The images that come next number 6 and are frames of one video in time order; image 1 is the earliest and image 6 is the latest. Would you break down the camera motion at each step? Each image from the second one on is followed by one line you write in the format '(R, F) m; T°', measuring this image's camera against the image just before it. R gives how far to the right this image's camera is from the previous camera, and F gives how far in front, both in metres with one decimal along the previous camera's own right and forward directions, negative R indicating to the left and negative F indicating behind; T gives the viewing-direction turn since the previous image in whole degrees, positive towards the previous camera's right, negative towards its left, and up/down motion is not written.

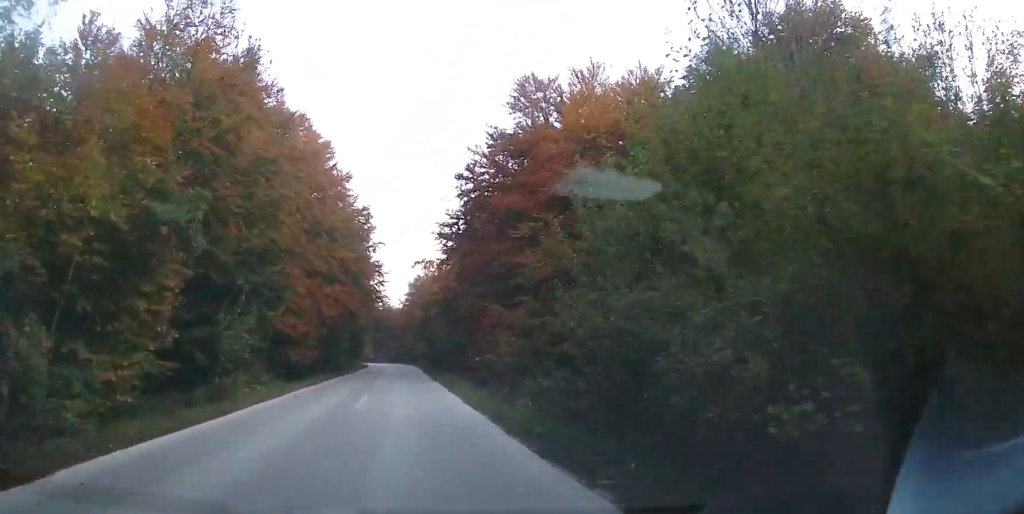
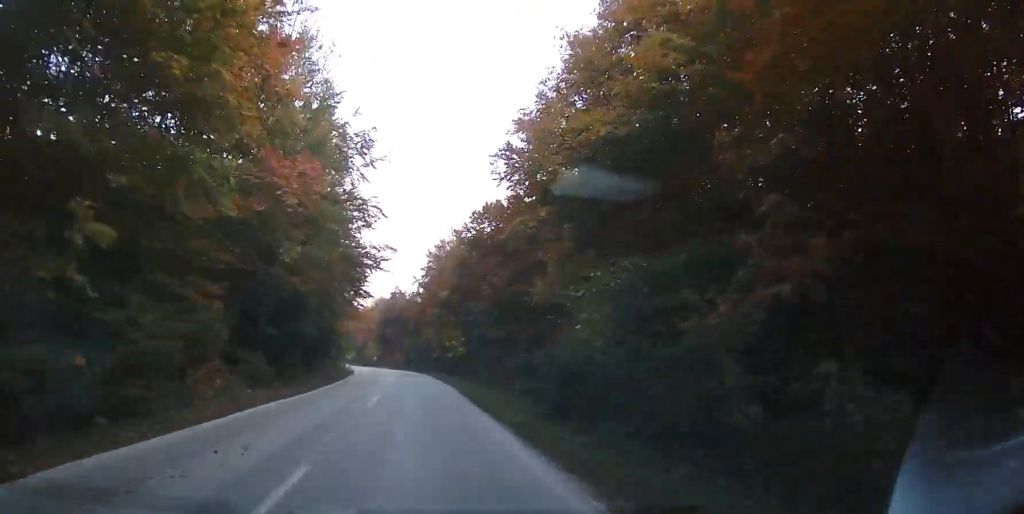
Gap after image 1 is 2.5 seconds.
(-2.3, +43.7) m; -5°
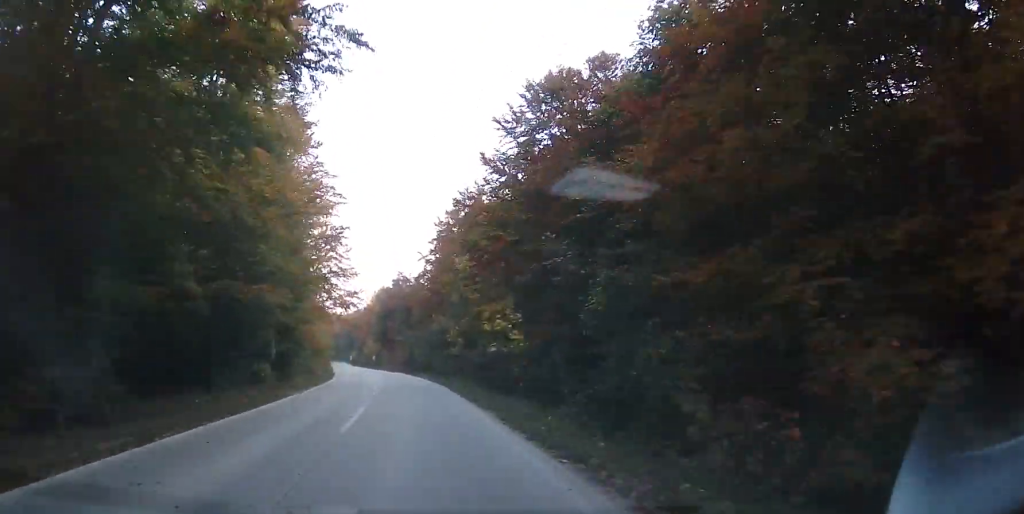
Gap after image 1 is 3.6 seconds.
(-0.5, +21.3) m; -1°
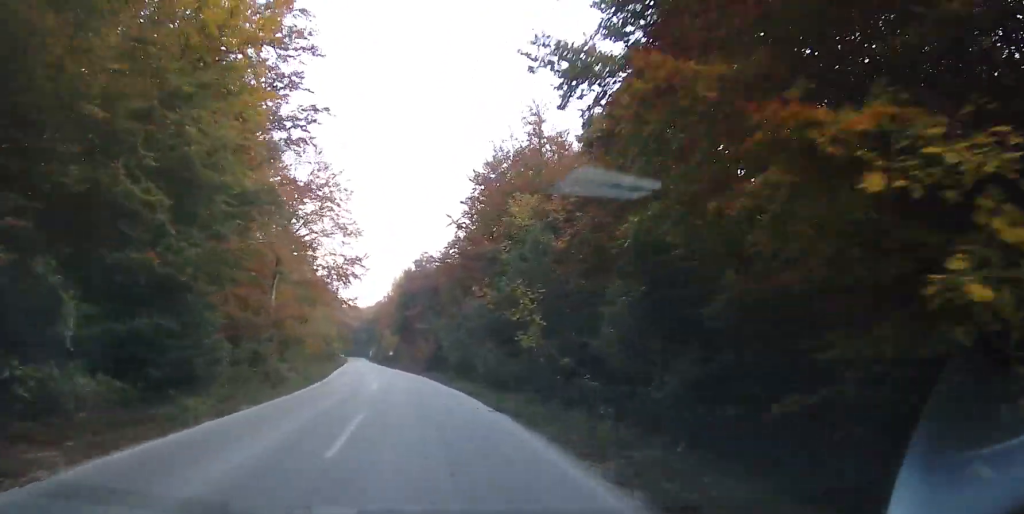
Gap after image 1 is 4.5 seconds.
(+0.2, +17.7) m; 0°
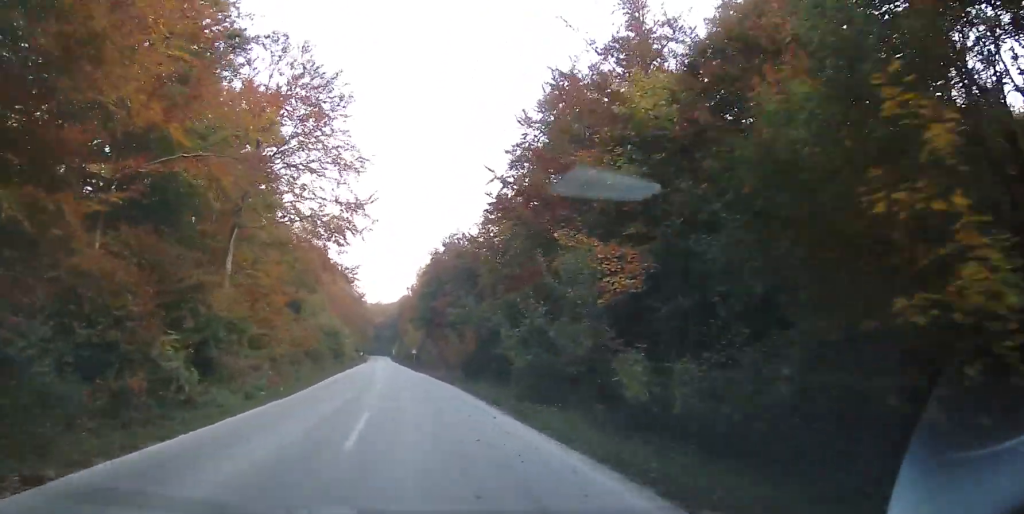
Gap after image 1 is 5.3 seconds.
(-0.1, +15.1) m; -1°
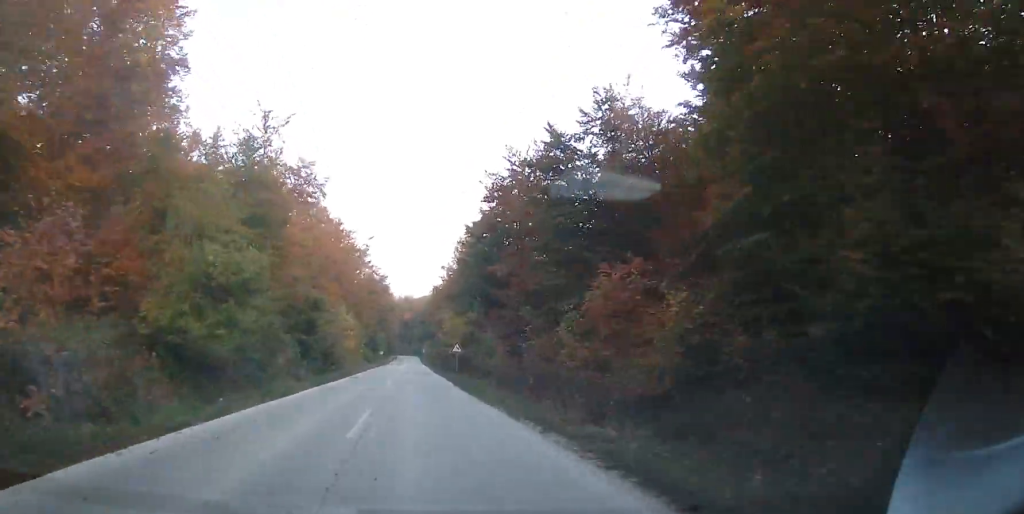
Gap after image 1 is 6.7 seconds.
(-0.3, +29.9) m; -2°
